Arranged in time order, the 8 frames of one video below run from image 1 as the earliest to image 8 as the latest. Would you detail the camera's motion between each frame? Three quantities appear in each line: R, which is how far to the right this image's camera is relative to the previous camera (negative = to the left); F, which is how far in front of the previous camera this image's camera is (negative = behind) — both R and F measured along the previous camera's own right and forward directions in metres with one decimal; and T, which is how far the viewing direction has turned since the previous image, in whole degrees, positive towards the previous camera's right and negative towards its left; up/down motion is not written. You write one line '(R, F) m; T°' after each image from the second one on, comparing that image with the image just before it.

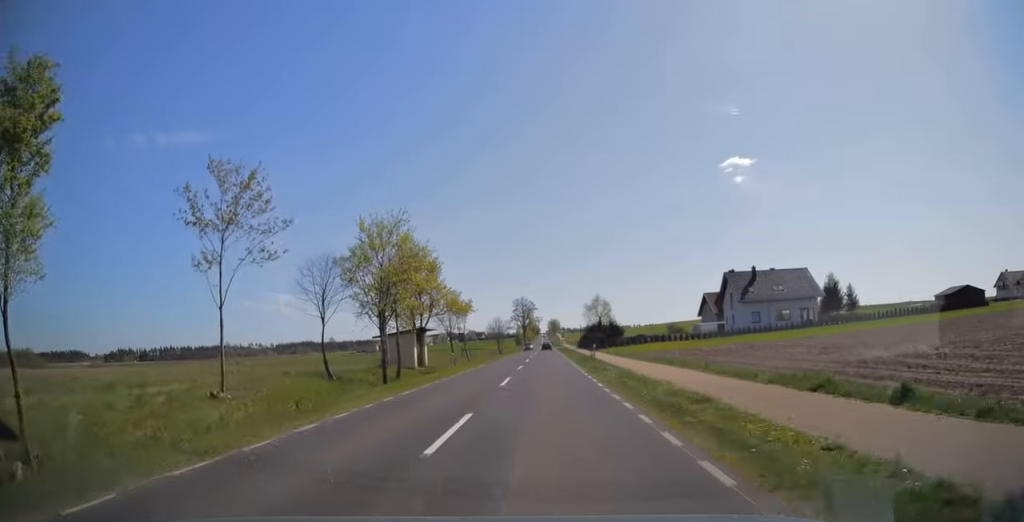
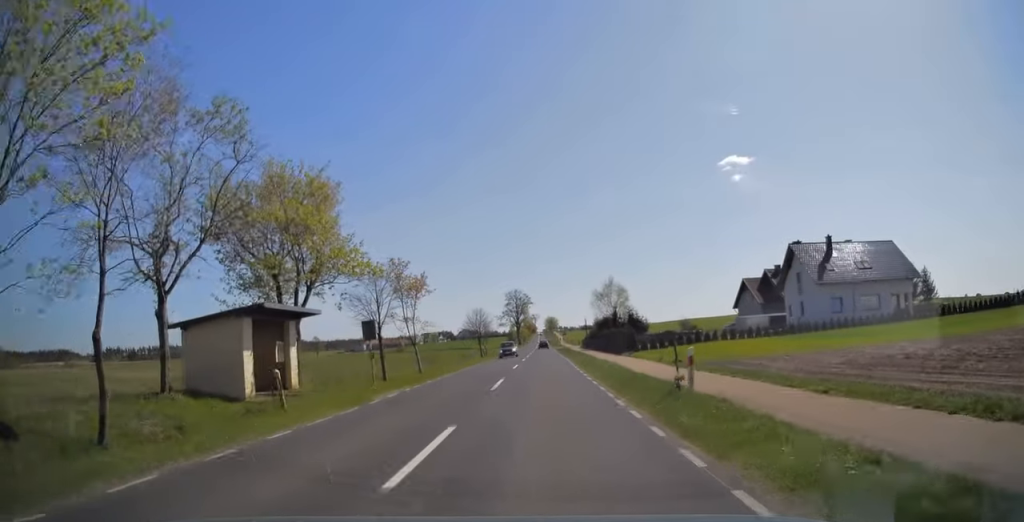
(-0.1, +25.6) m; 0°
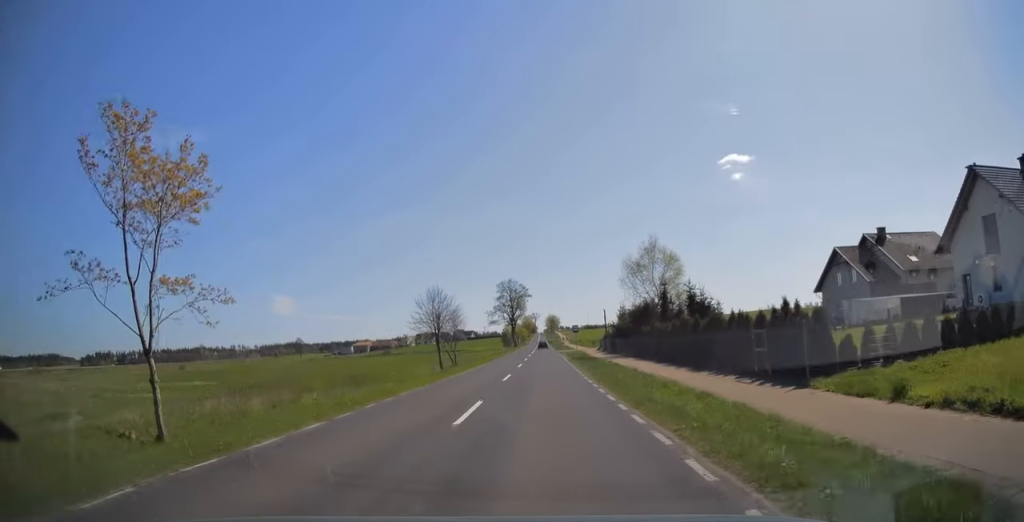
(0.0, +30.9) m; 0°
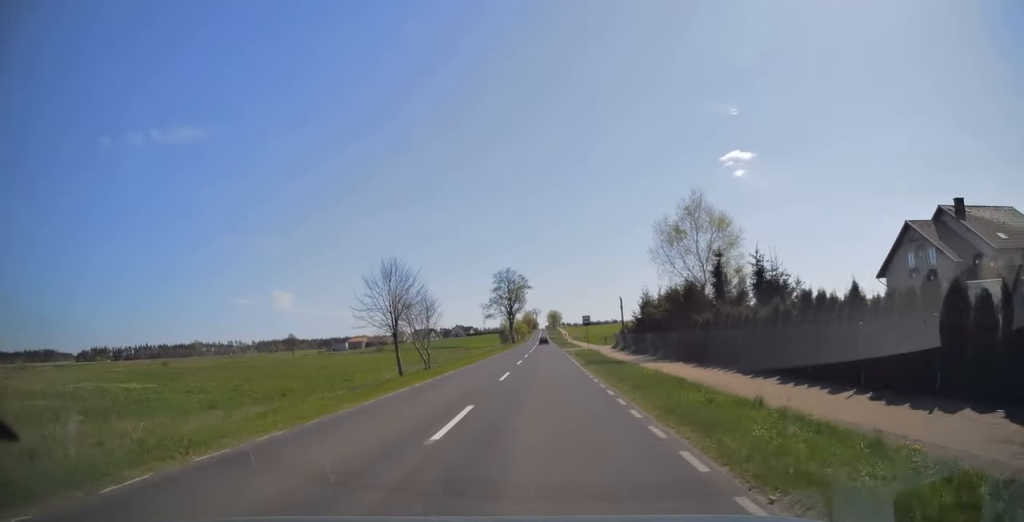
(0.0, +13.9) m; 0°
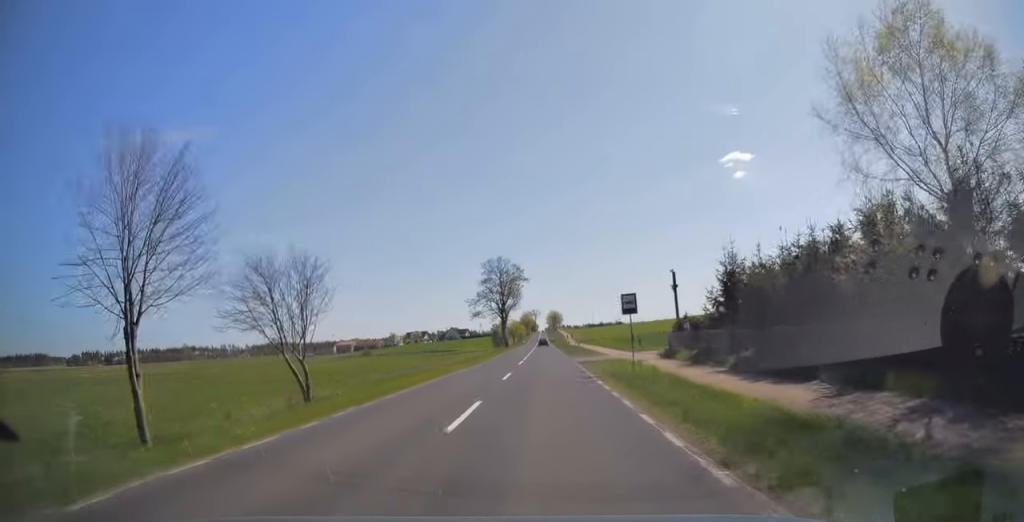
(0.0, +22.9) m; 0°
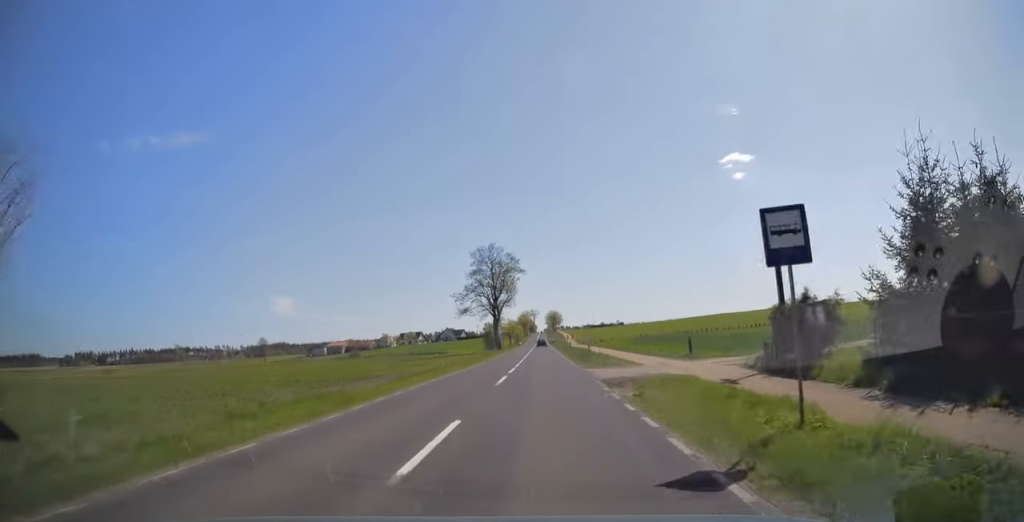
(-0.1, +14.8) m; 0°
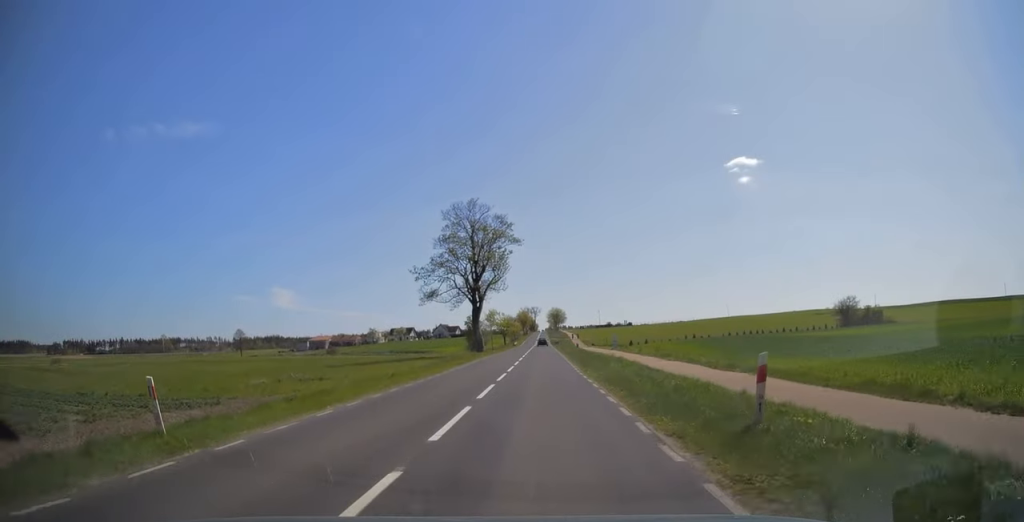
(+0.1, +28.7) m; 0°
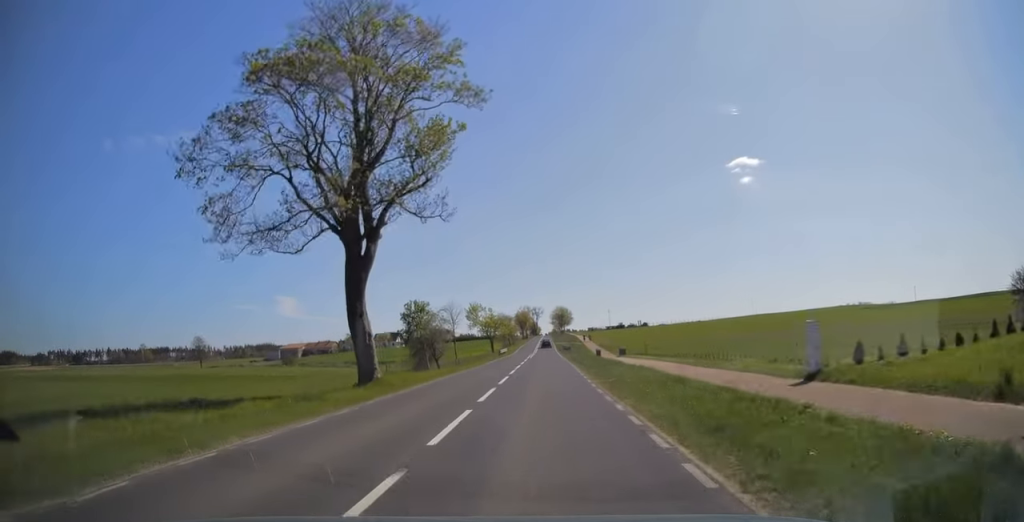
(-0.1, +41.5) m; 0°
